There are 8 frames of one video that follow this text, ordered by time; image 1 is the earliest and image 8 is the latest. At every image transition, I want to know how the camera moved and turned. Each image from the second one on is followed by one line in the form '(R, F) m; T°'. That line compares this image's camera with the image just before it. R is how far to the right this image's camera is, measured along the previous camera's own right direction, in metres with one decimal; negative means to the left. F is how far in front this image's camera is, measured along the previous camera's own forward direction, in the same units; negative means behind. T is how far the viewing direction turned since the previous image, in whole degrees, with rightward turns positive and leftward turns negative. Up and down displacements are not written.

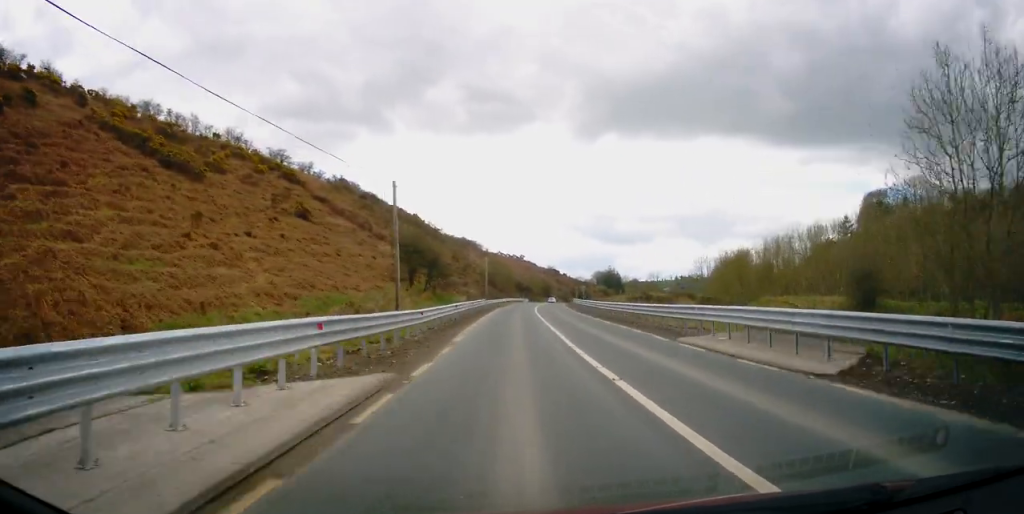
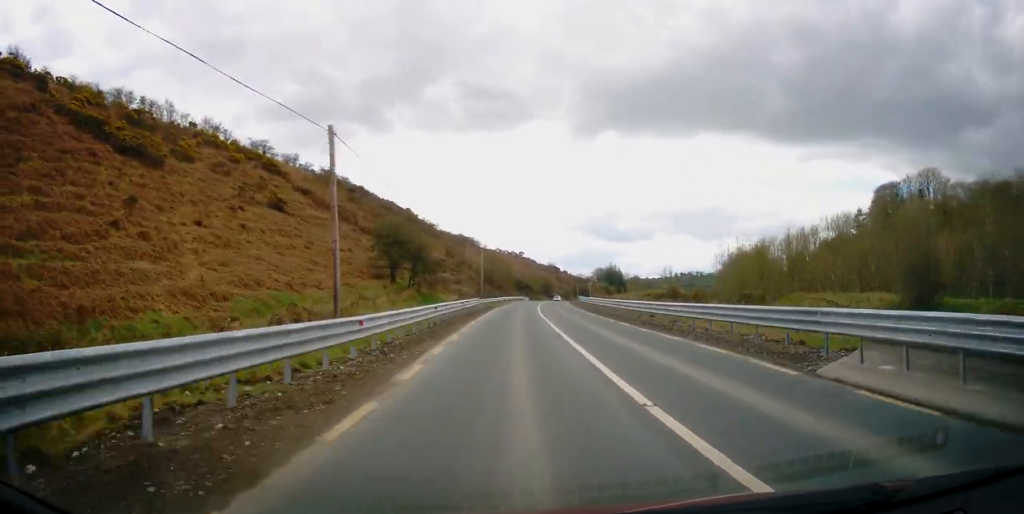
(0.0, +8.6) m; 0°
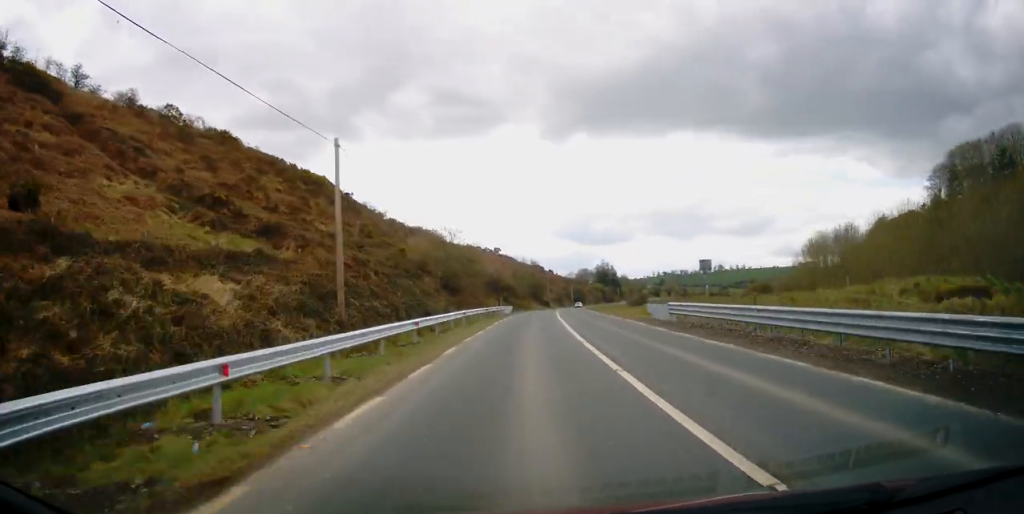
(+0.5, +55.7) m; +2°
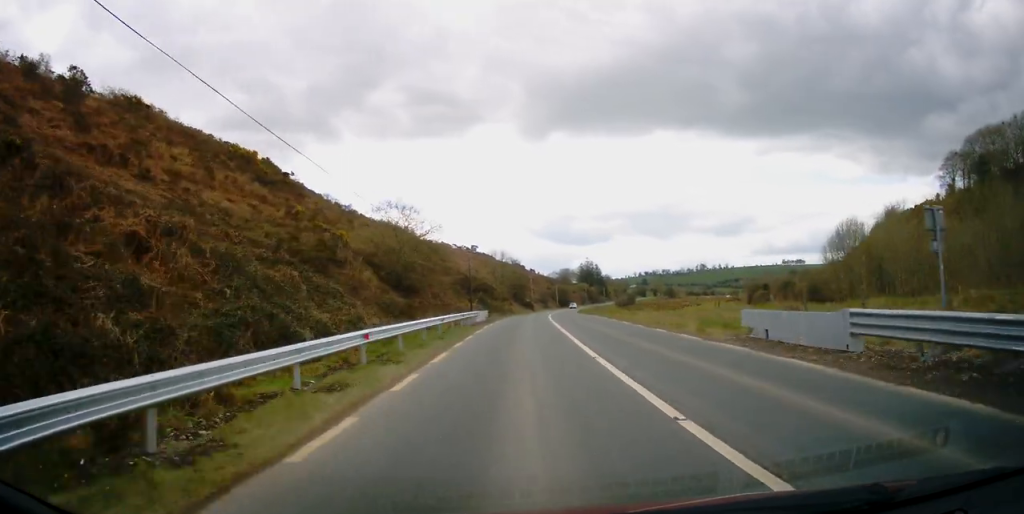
(+0.1, +17.3) m; +1°
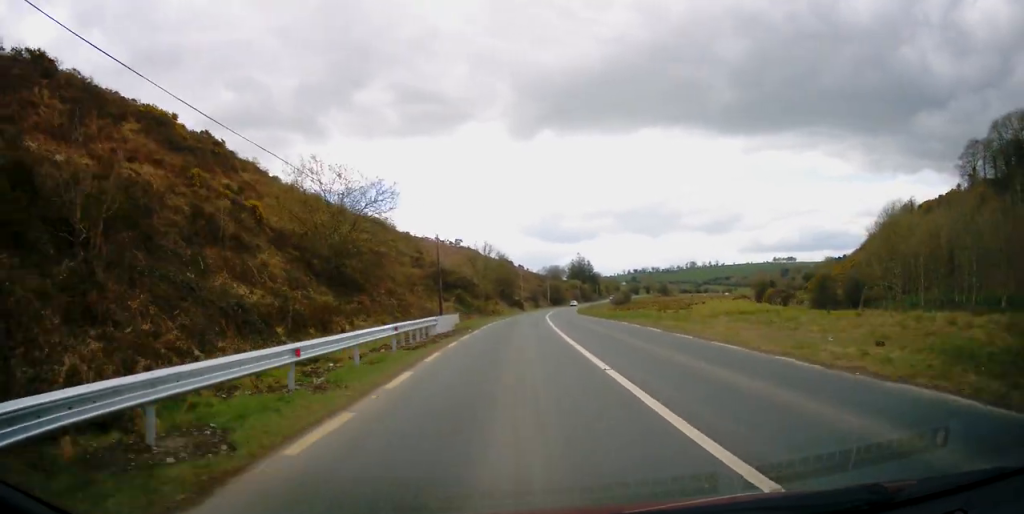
(+0.2, +15.8) m; +1°
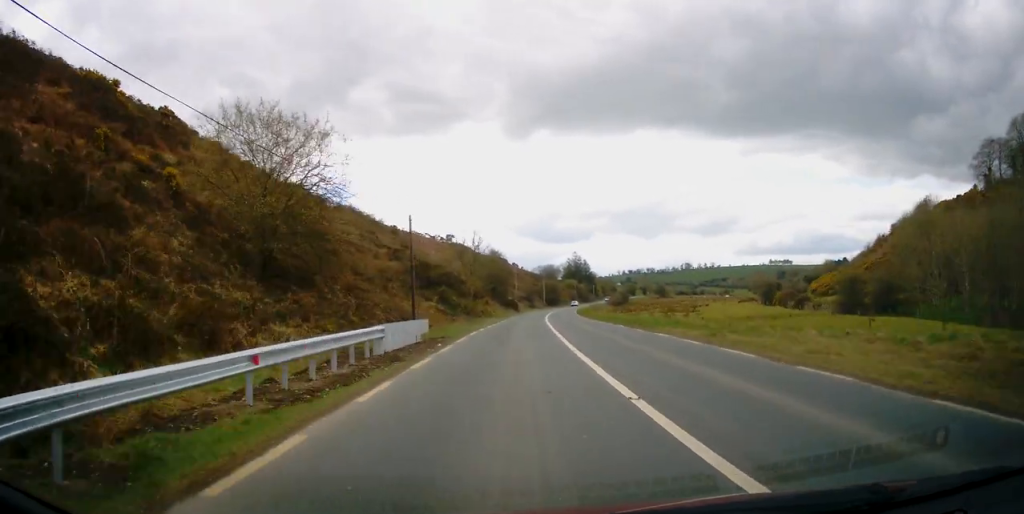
(+0.2, +9.3) m; 0°
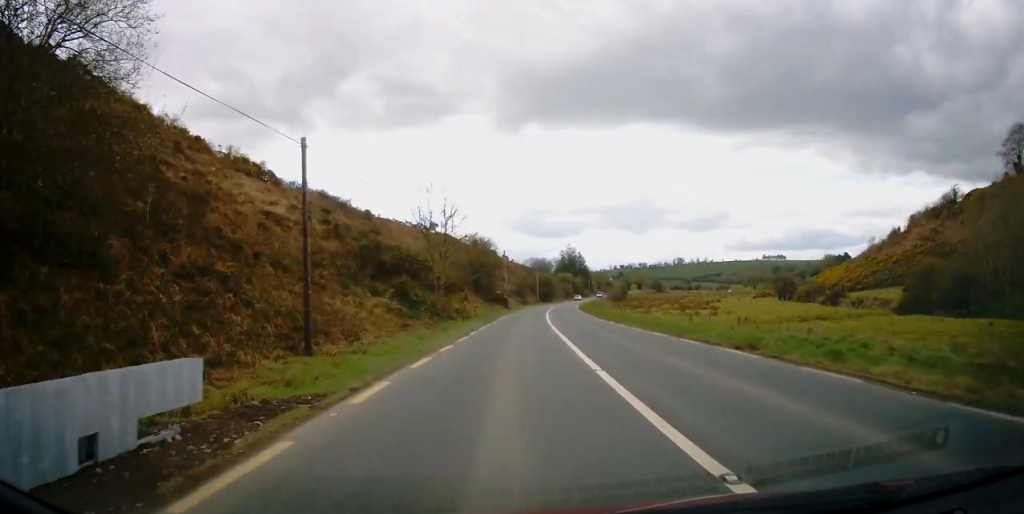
(0.0, +16.5) m; +1°
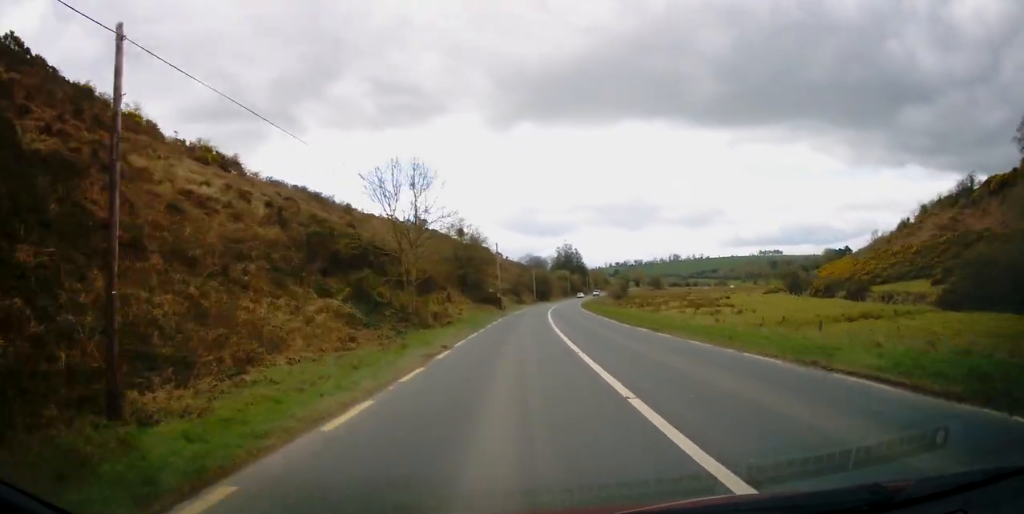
(-0.1, +9.4) m; 0°
